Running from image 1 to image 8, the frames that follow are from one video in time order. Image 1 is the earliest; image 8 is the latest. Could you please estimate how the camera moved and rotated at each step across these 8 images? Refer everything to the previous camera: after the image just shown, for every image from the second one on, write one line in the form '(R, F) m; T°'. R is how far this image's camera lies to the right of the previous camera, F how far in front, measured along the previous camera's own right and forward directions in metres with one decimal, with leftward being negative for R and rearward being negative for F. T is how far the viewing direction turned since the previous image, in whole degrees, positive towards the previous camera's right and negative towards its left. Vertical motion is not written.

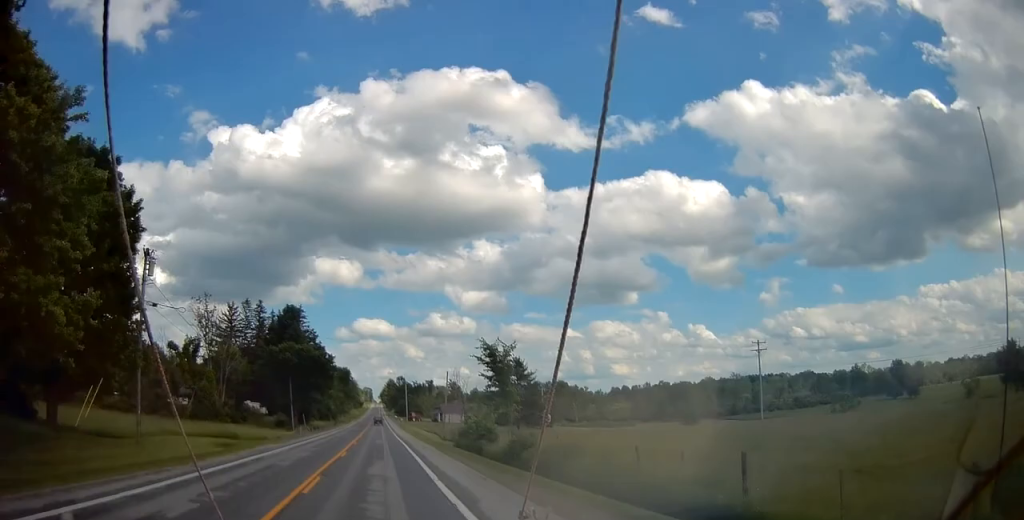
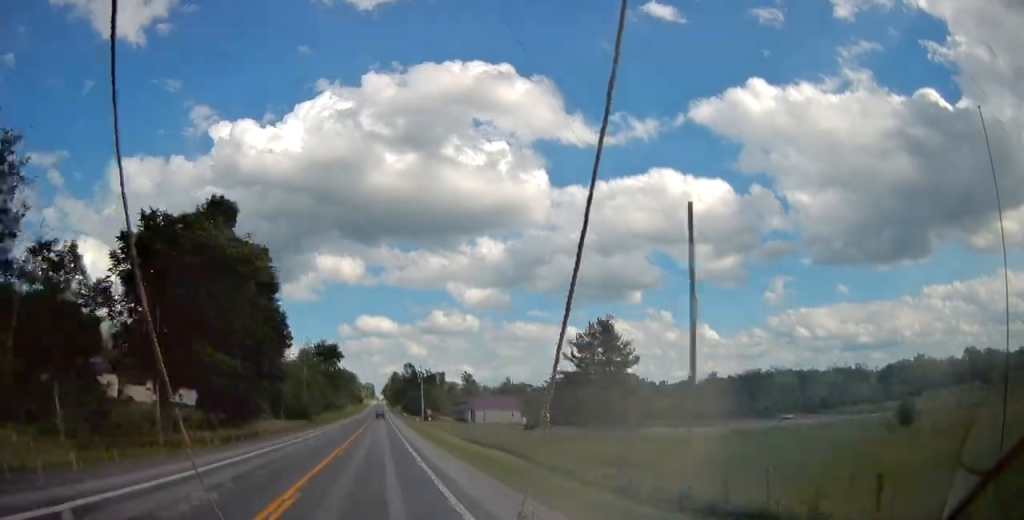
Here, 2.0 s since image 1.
(0.0, +51.0) m; 0°
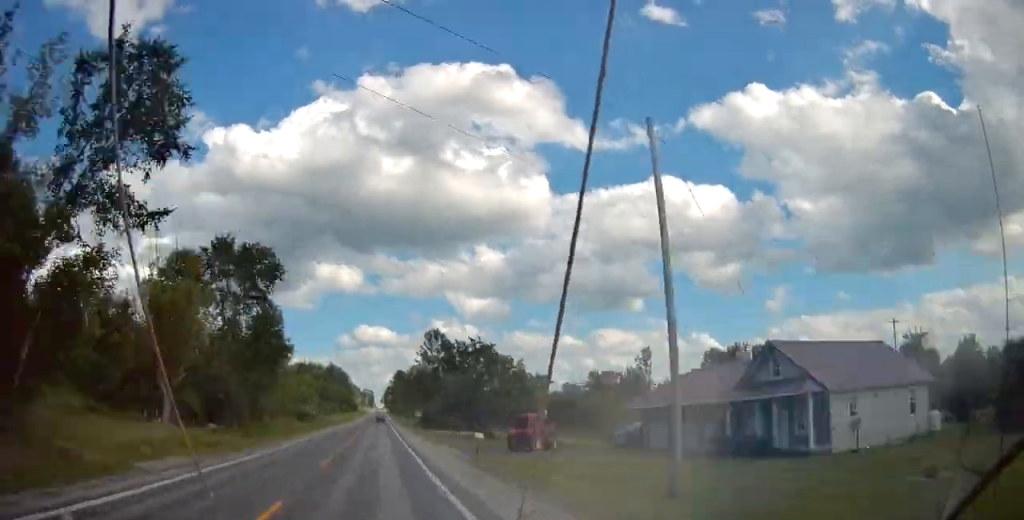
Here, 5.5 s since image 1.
(-0.1, +88.0) m; 0°
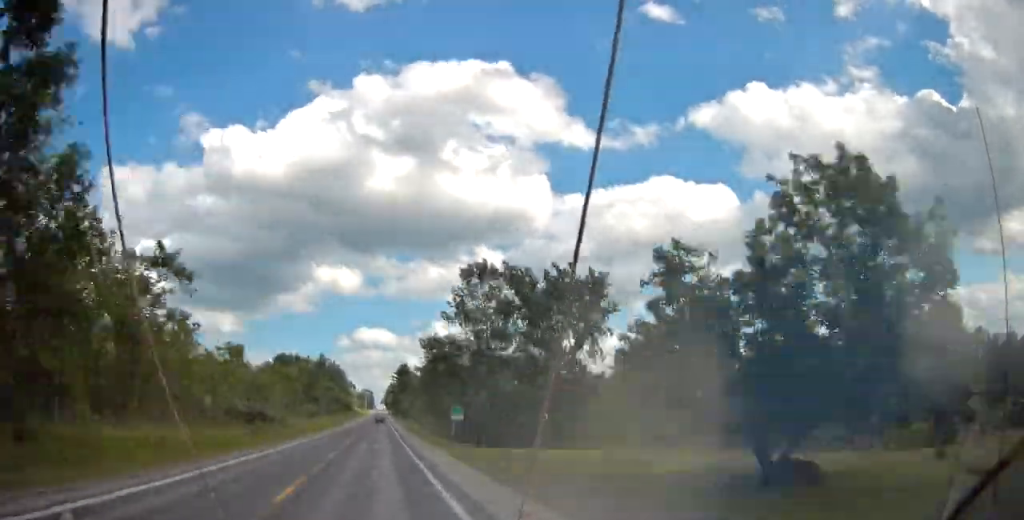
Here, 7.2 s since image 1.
(-0.2, +43.9) m; 0°
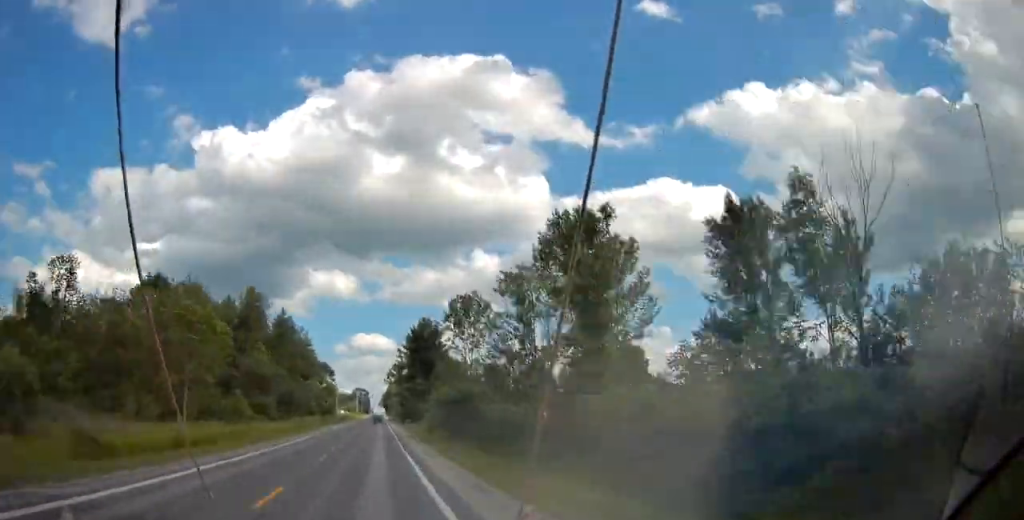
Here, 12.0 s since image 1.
(+0.2, +120.2) m; 0°
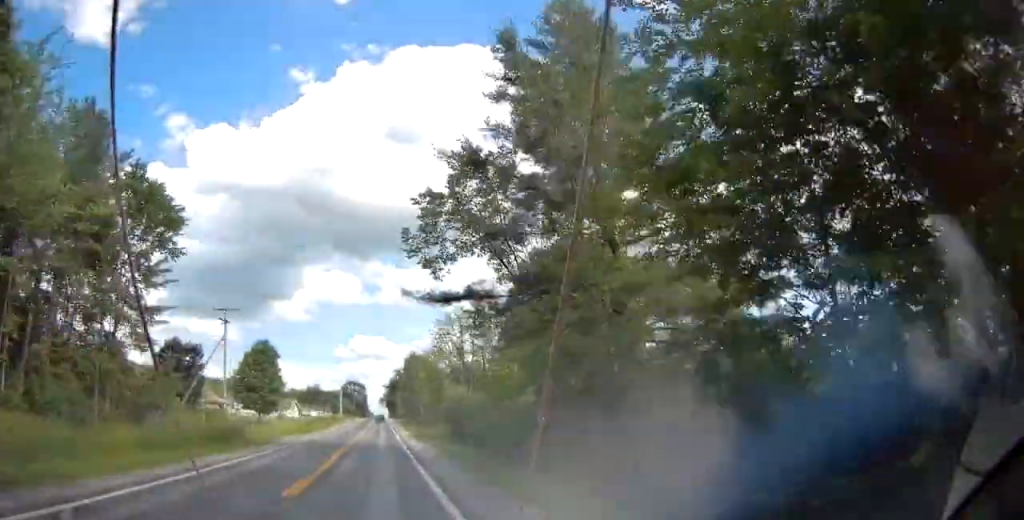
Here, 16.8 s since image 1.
(-0.5, +118.7) m; 0°
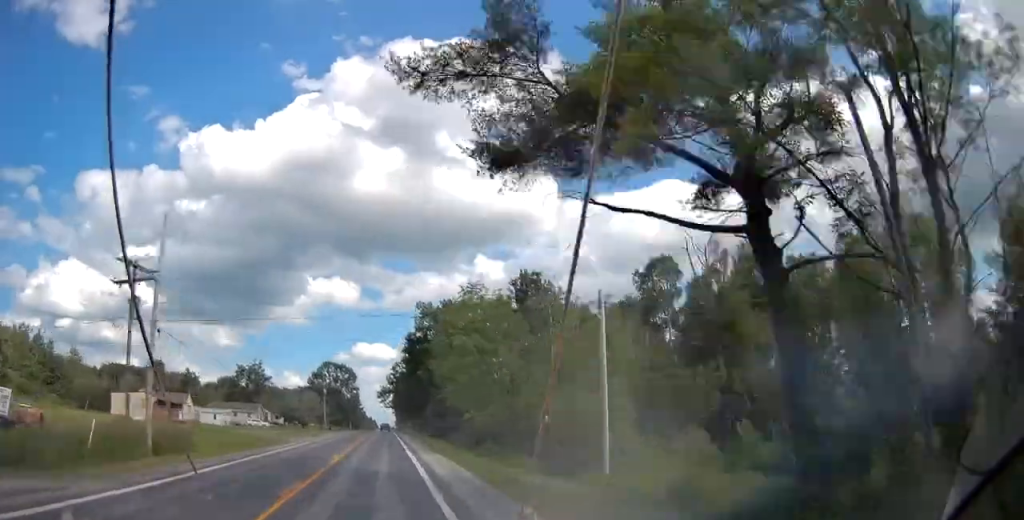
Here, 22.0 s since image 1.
(-1.0, +128.2) m; 0°
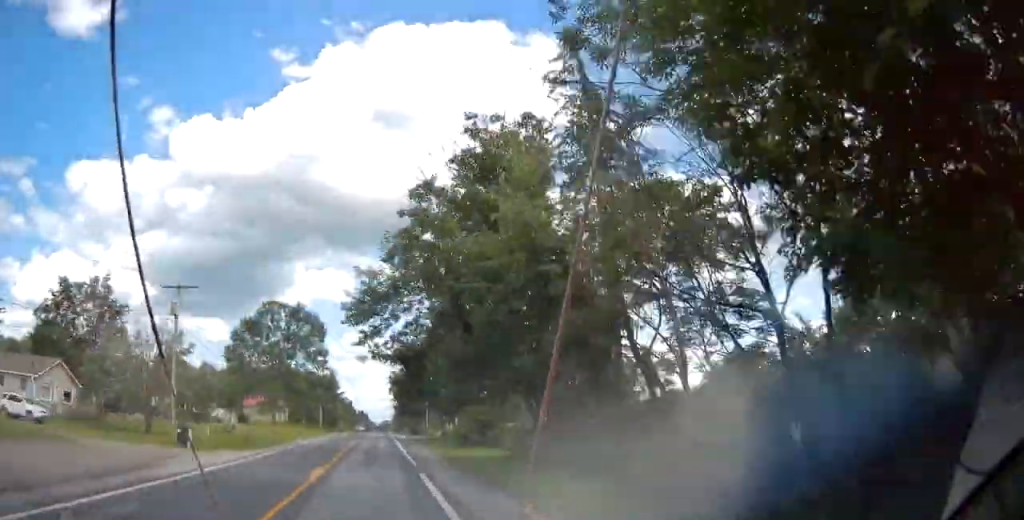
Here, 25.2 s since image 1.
(-0.2, +79.6) m; +1°
